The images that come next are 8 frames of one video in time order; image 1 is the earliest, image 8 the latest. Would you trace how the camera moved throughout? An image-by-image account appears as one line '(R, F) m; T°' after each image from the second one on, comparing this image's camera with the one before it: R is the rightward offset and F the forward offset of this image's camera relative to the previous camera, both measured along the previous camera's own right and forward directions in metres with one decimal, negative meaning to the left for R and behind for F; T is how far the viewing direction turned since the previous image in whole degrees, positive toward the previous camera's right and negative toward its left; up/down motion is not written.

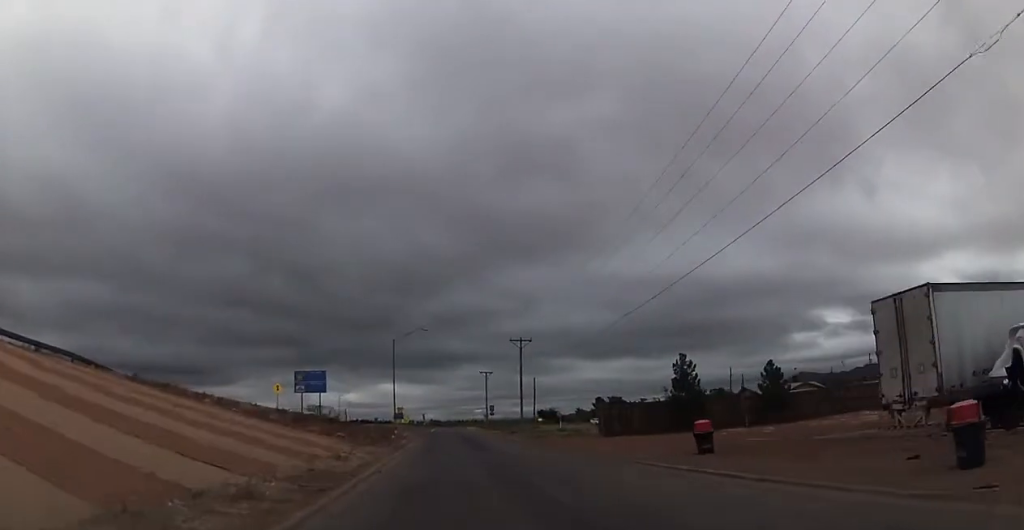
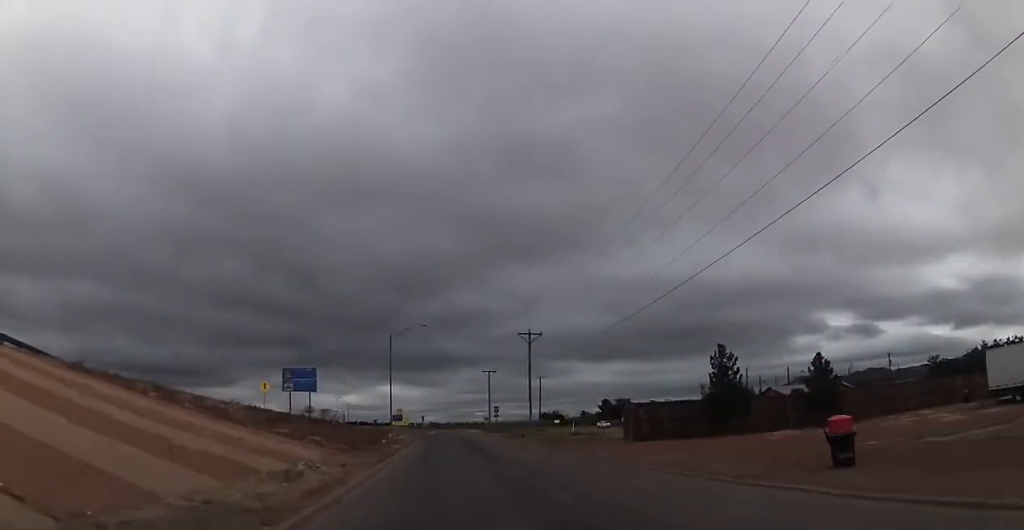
(+0.1, +7.0) m; +1°
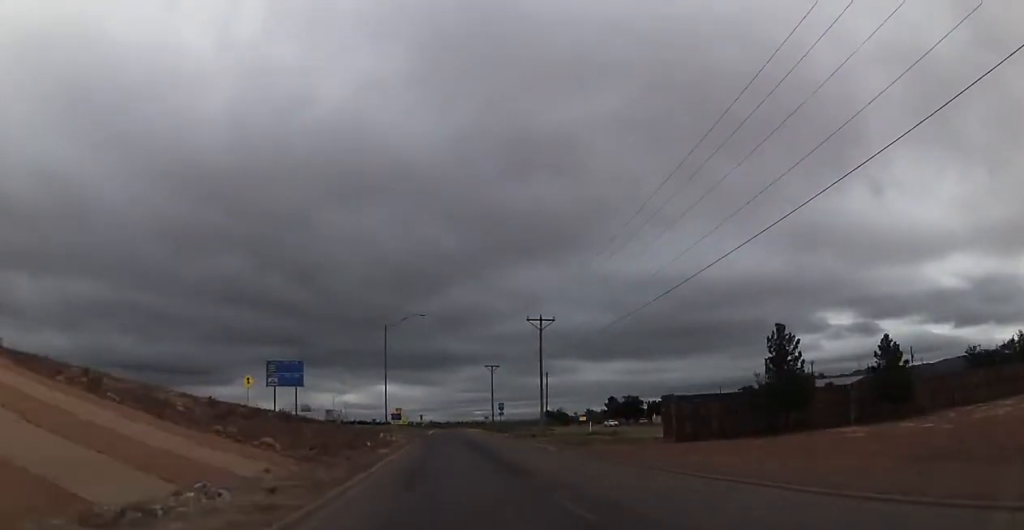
(0.0, +7.9) m; 0°
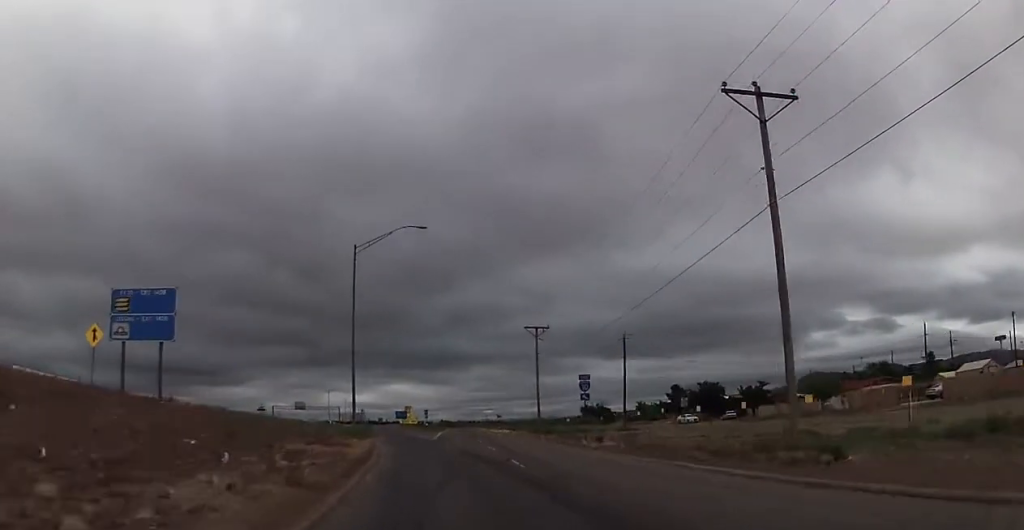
(-0.9, +40.7) m; -1°
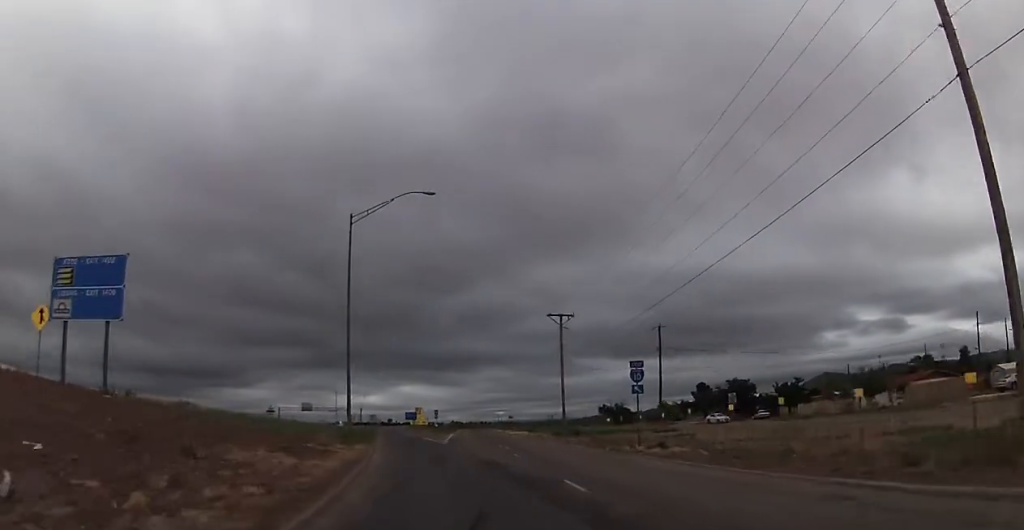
(+0.3, +7.9) m; 0°
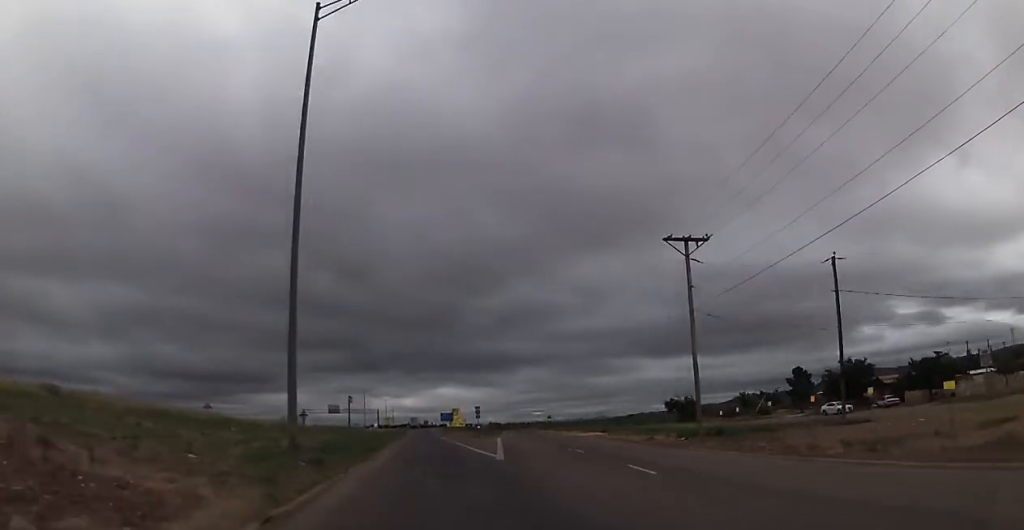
(-0.9, +23.7) m; -4°
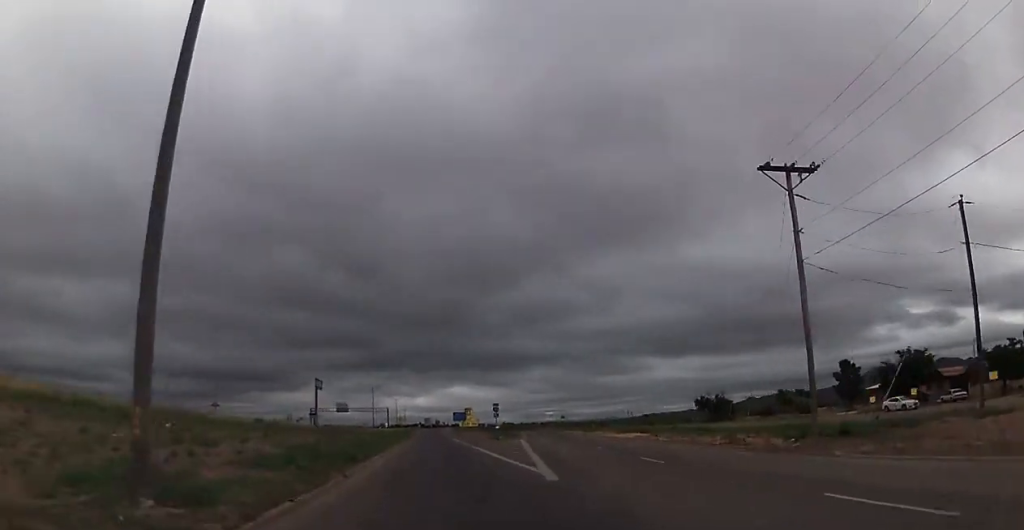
(-0.3, +10.1) m; -1°
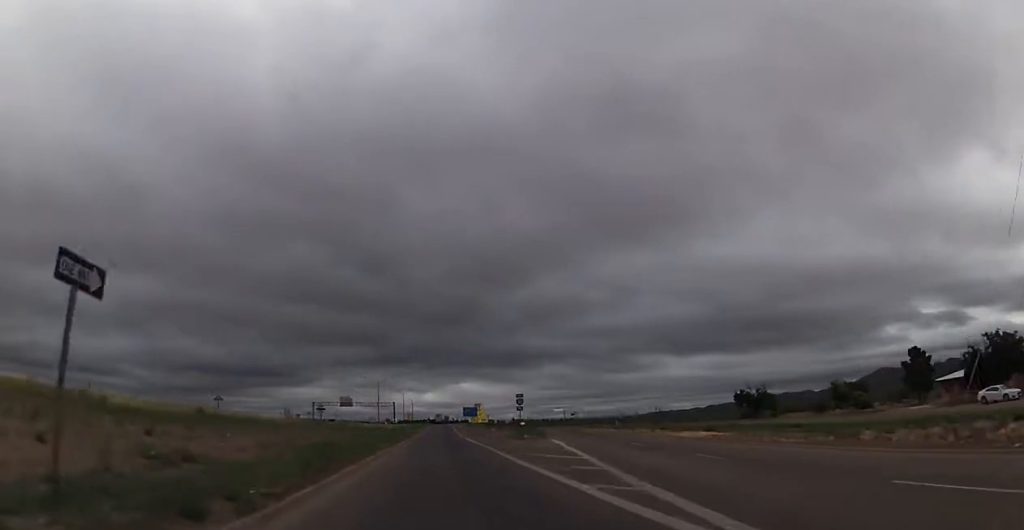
(0.0, +13.8) m; -1°
